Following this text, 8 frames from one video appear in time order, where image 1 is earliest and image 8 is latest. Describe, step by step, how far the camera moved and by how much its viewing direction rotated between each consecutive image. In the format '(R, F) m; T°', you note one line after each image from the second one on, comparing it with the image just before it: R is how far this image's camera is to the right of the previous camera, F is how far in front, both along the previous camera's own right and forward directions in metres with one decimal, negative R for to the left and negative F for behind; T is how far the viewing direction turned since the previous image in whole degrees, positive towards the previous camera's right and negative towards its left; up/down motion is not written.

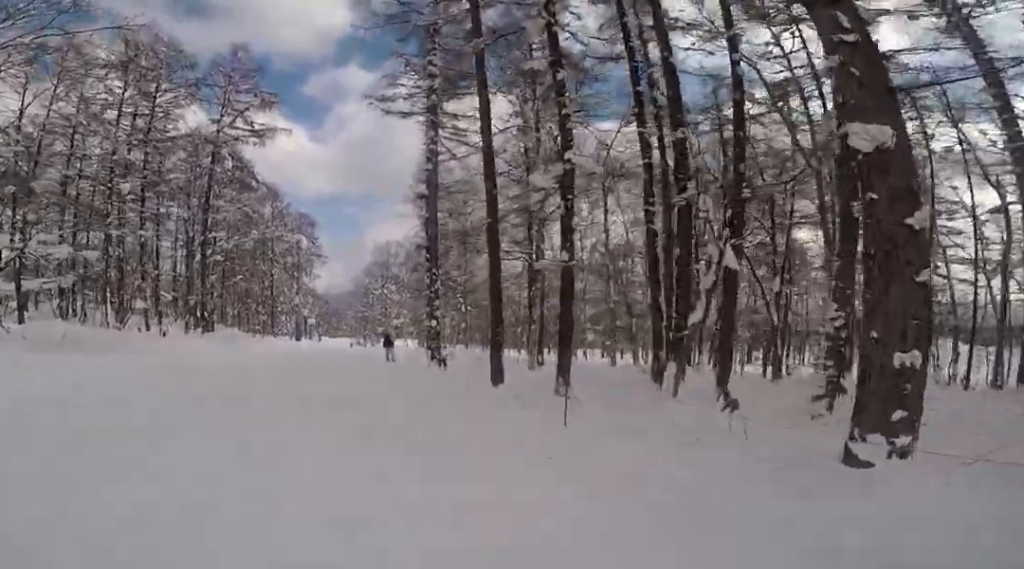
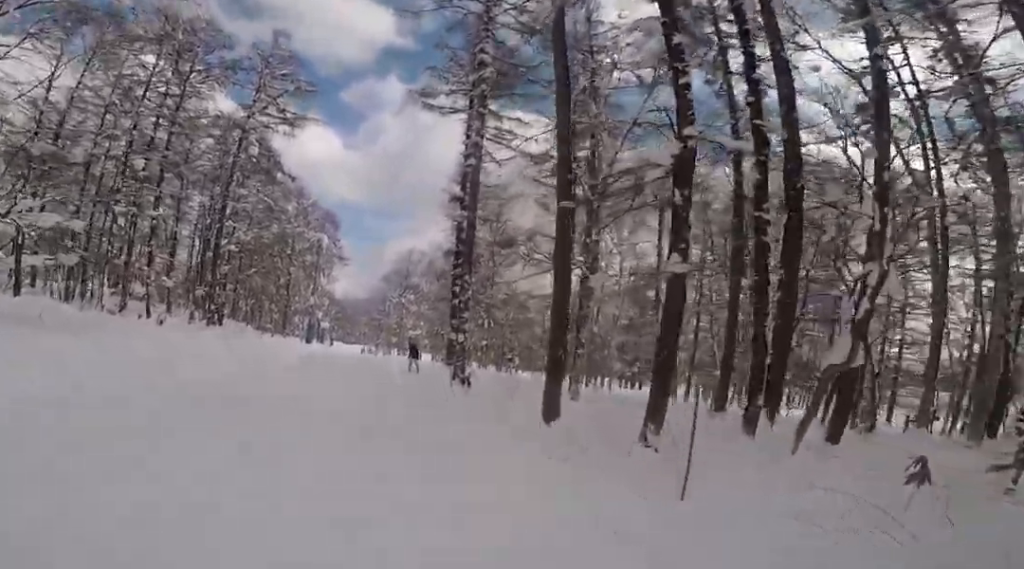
(+0.2, +2.6) m; +5°
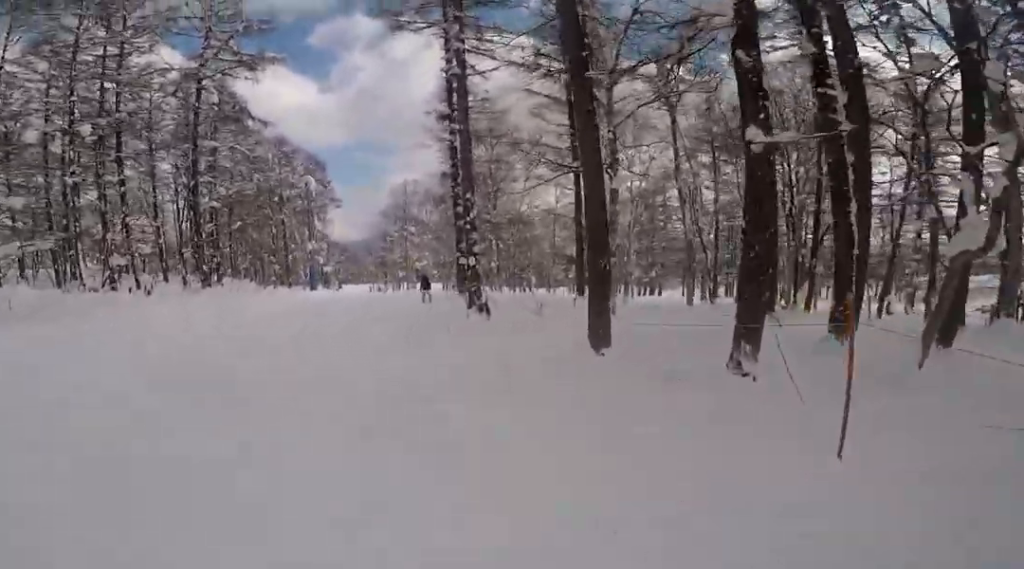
(0.0, +1.8) m; +1°
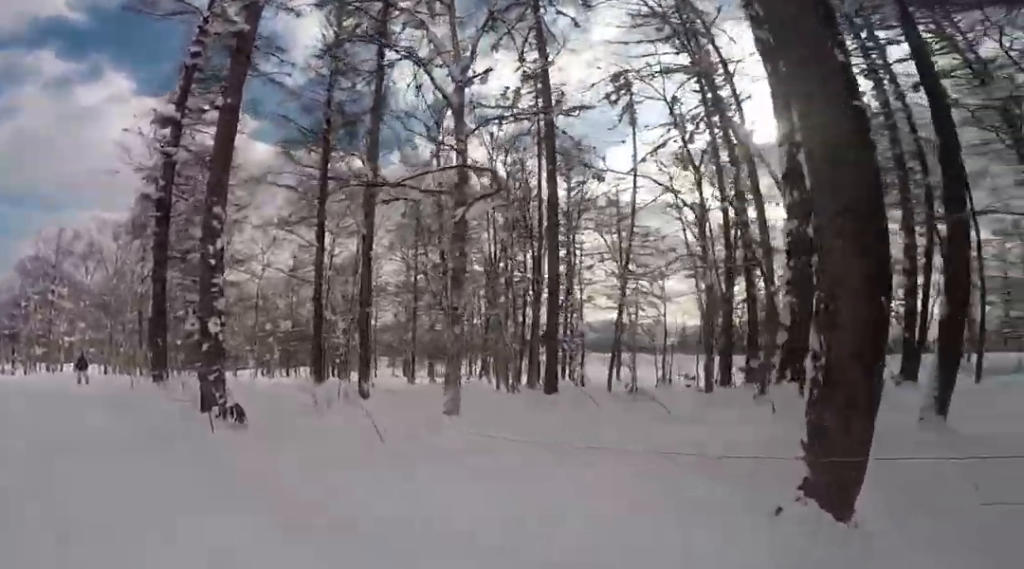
(0.0, +7.4) m; +2°
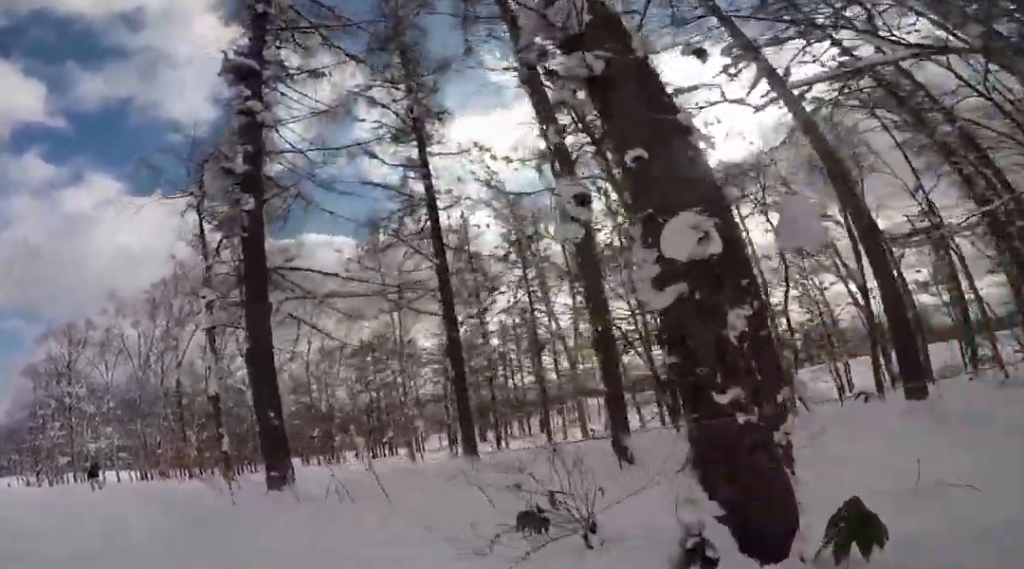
(+2.4, +8.4) m; +17°
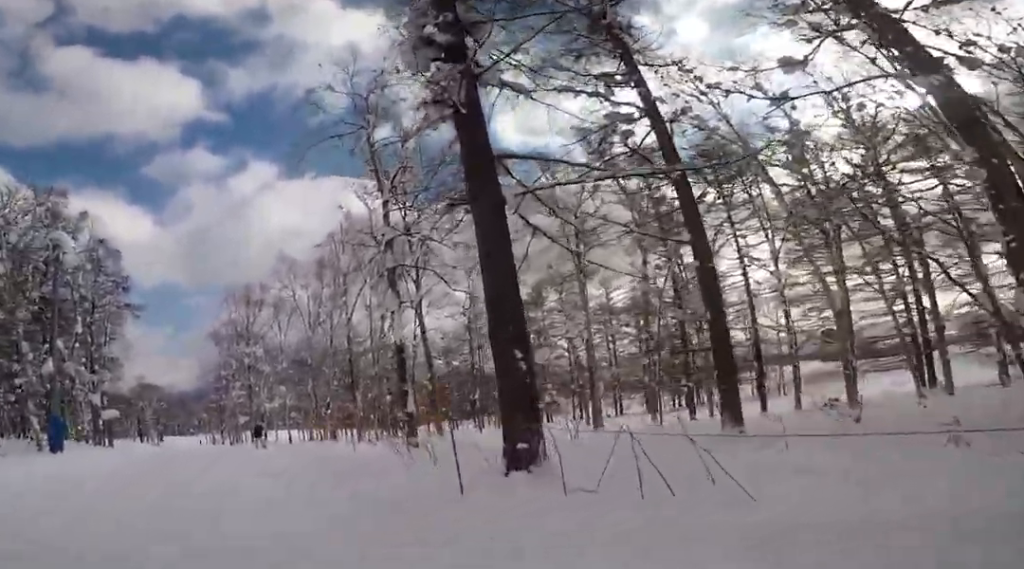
(-0.8, +3.5) m; -16°
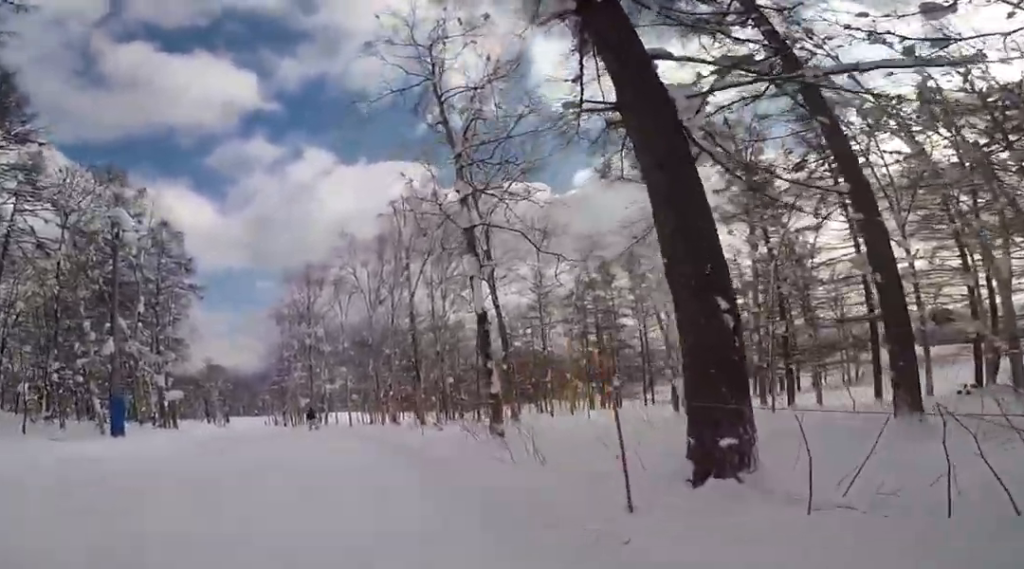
(-0.1, +2.1) m; -2°
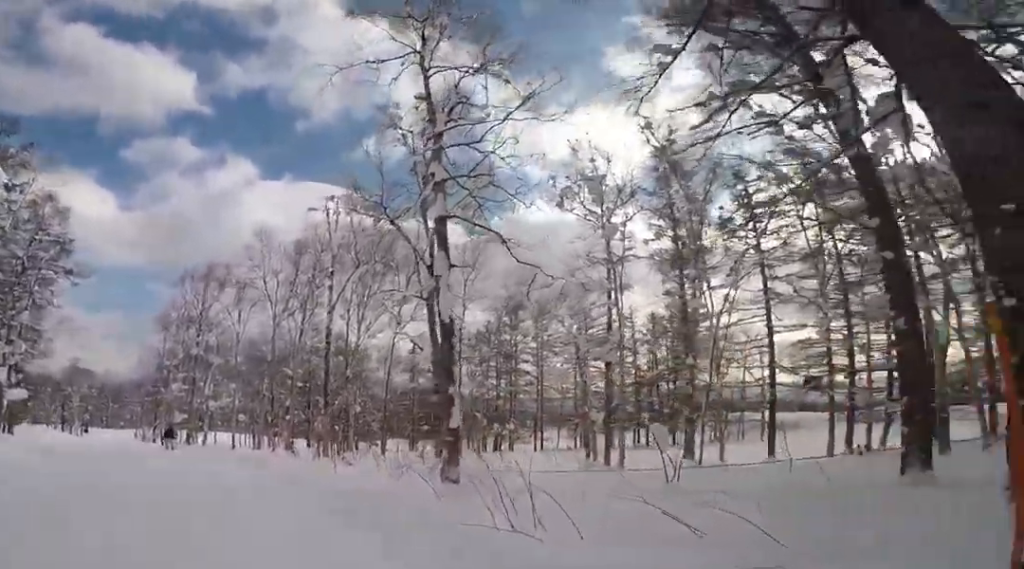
(-0.1, +3.2) m; -1°
